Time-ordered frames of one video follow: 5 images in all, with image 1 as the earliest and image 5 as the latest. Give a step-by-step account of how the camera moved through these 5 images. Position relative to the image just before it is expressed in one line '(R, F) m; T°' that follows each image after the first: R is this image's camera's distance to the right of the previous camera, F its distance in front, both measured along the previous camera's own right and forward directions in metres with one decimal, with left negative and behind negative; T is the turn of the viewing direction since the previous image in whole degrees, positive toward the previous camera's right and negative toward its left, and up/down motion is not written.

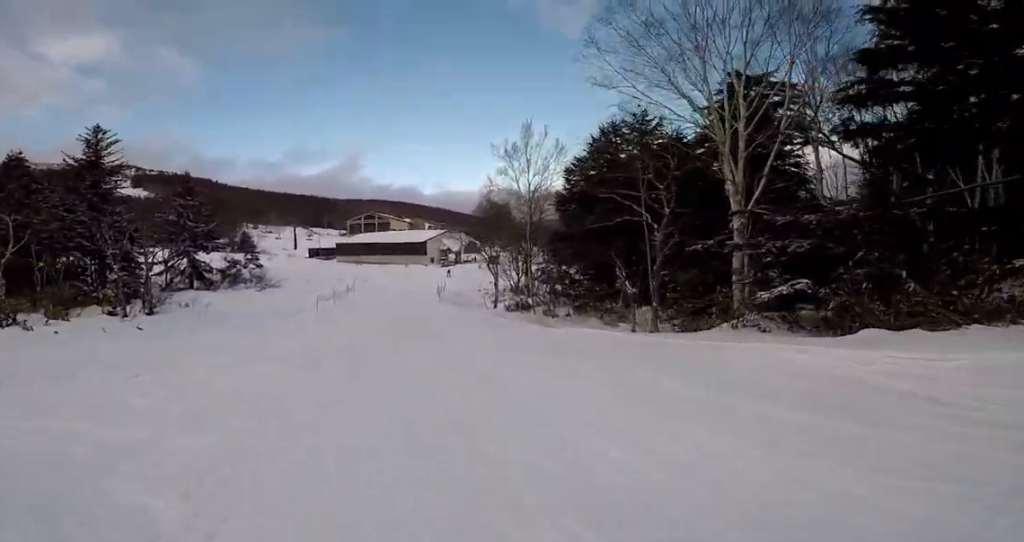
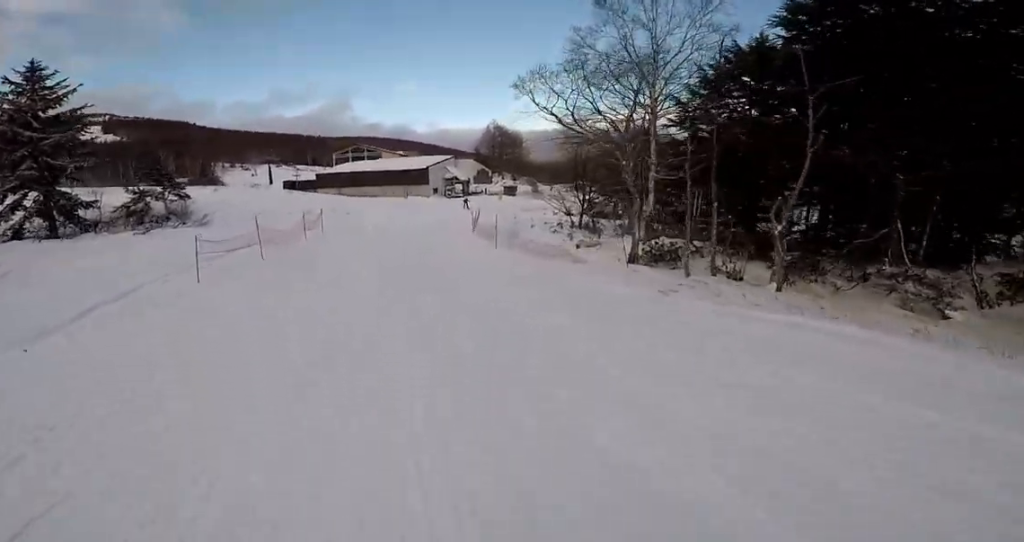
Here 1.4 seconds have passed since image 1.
(-1.1, +16.7) m; 0°
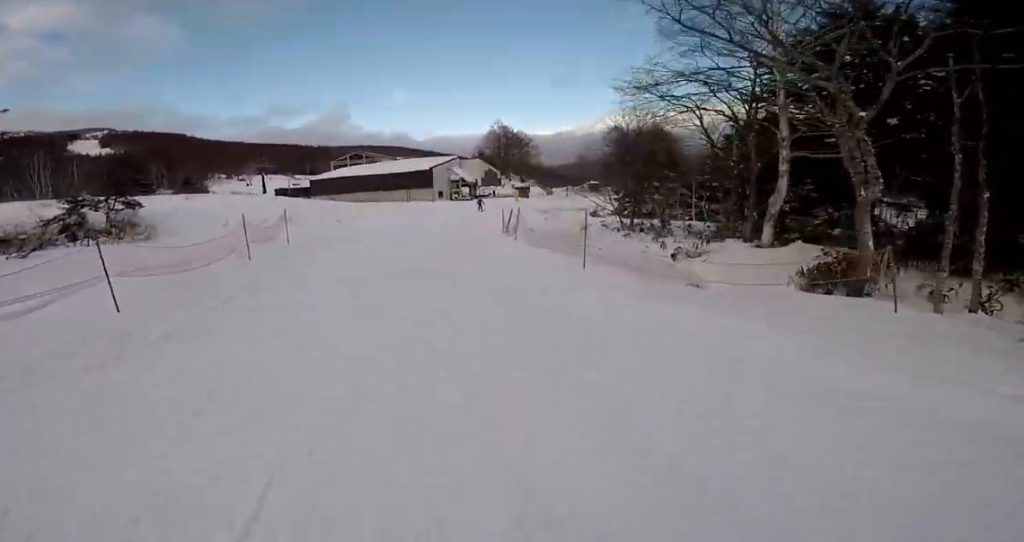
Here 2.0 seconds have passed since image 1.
(-0.3, +6.8) m; +5°
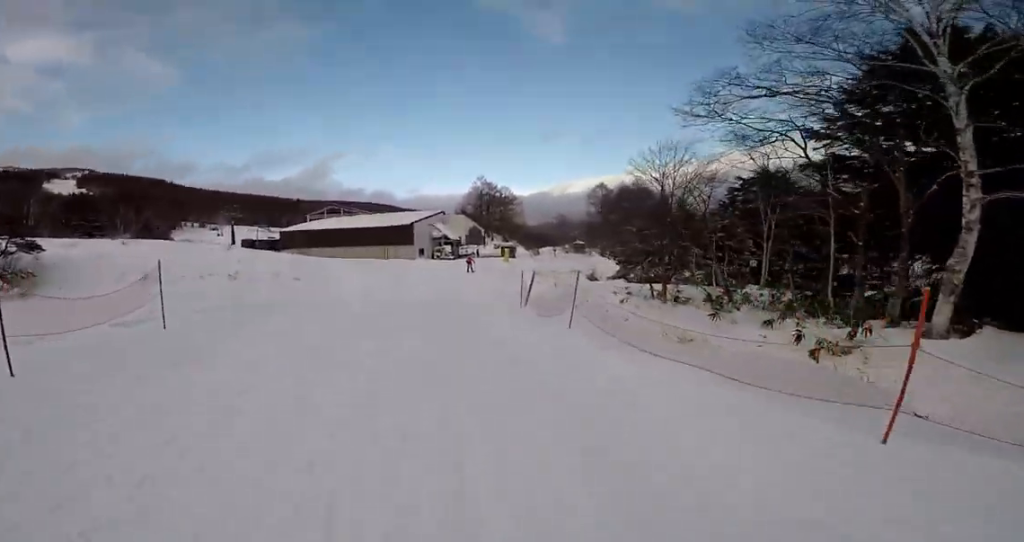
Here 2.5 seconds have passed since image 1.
(+1.0, +5.8) m; +3°
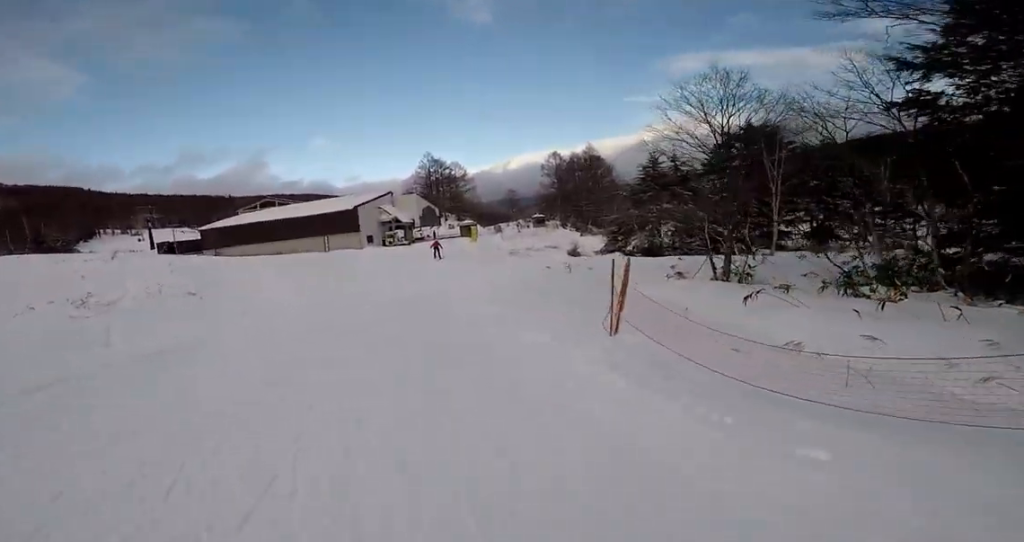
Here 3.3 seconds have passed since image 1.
(+0.3, +7.5) m; +2°
